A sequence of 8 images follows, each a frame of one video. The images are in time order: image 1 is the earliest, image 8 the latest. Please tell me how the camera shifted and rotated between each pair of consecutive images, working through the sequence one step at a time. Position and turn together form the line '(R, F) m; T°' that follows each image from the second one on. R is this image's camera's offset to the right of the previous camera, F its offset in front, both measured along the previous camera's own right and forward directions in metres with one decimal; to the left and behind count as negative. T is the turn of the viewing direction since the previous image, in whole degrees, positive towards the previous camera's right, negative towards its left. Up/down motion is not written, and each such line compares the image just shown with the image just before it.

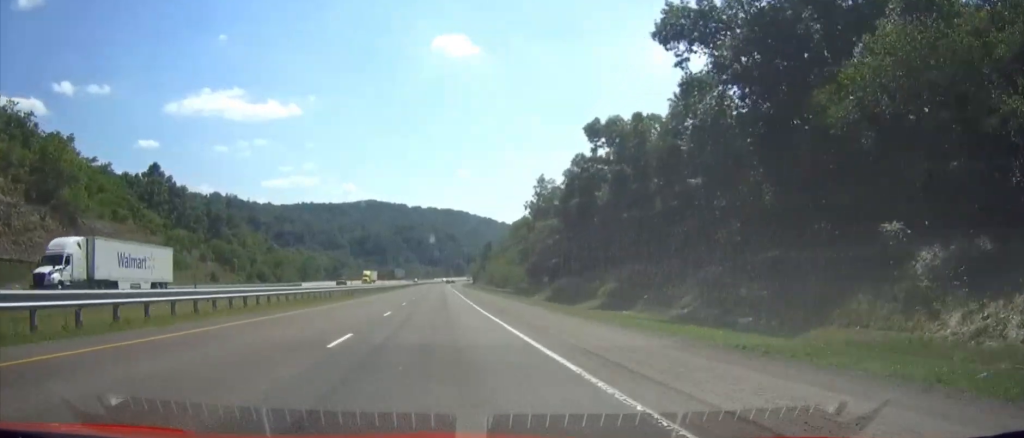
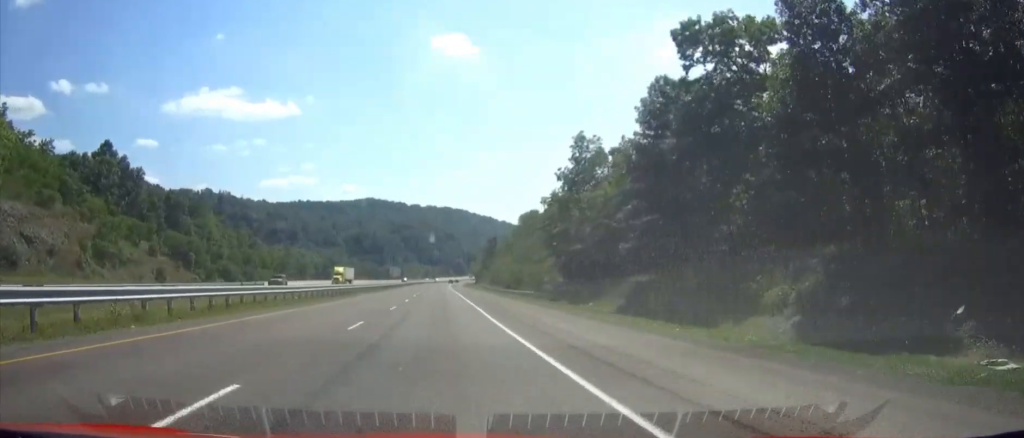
(-0.1, +32.2) m; 0°
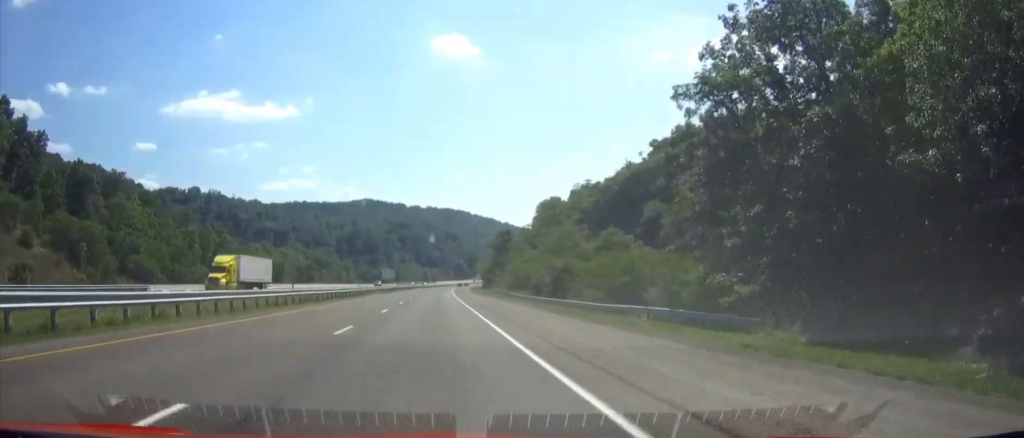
(+0.2, +50.3) m; 0°
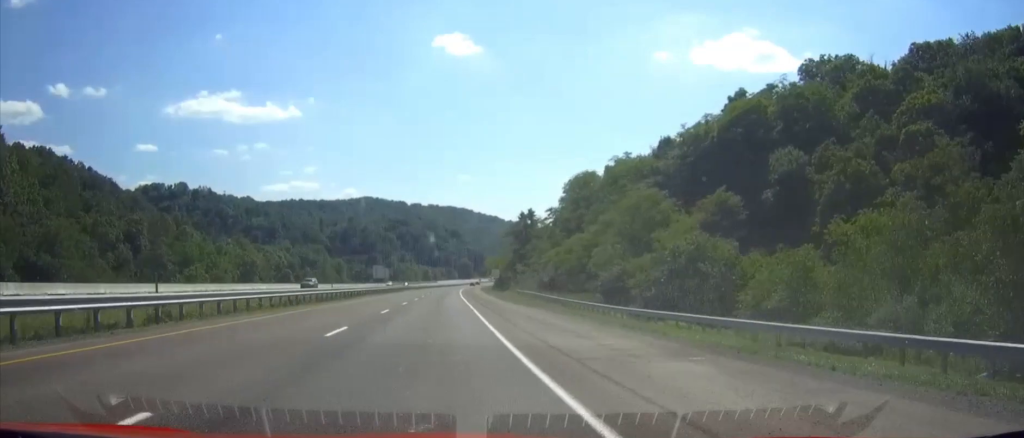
(0.0, +49.1) m; 0°
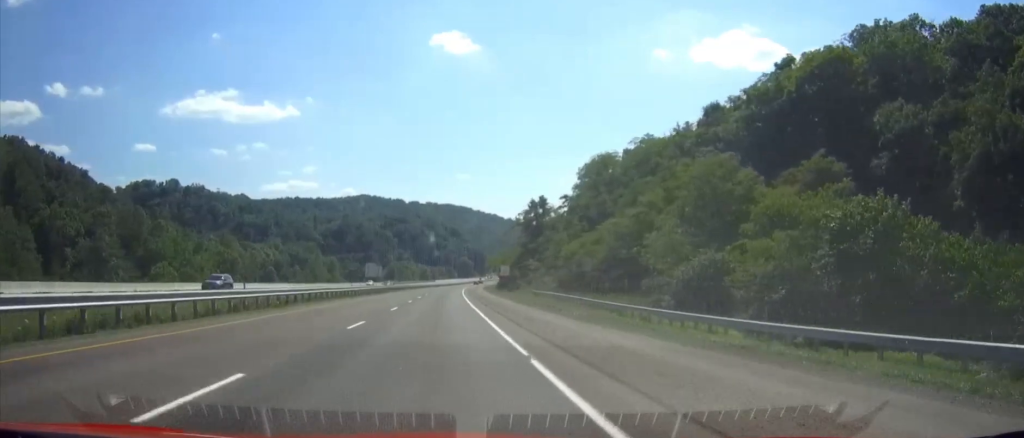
(0.0, +21.5) m; 0°
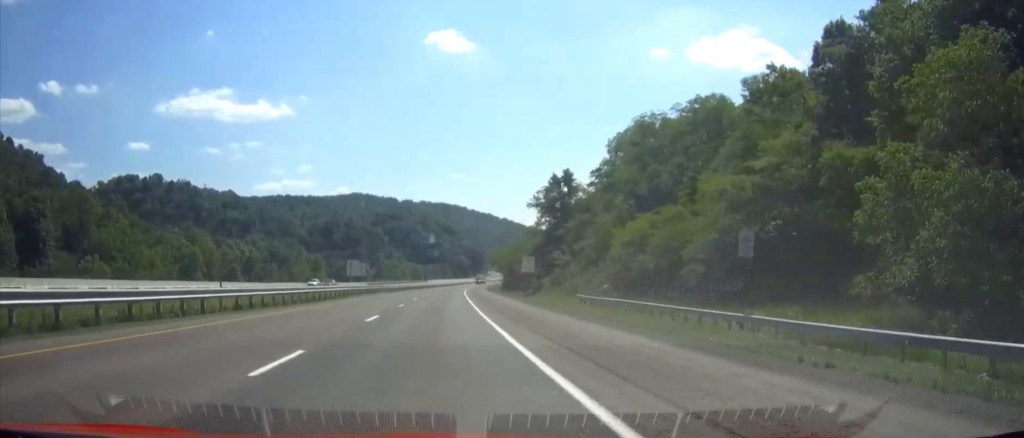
(0.0, +33.5) m; 0°
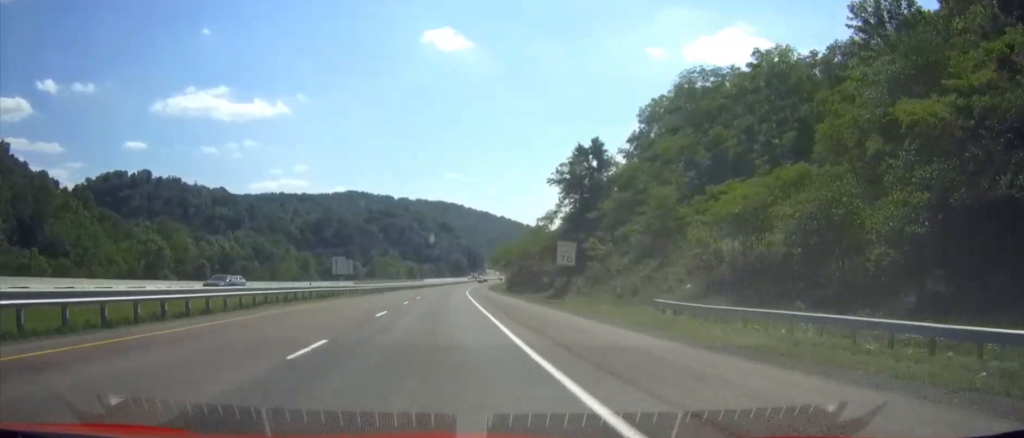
(0.0, +22.6) m; 0°
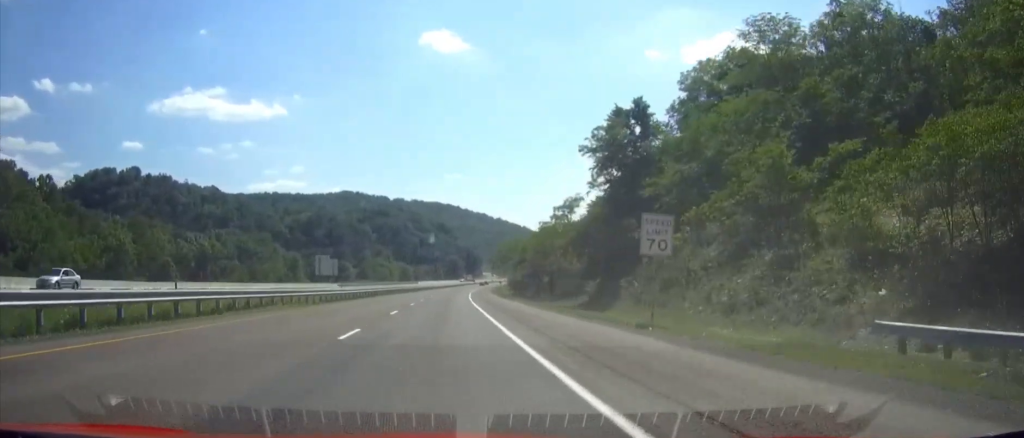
(0.0, +20.2) m; 0°
